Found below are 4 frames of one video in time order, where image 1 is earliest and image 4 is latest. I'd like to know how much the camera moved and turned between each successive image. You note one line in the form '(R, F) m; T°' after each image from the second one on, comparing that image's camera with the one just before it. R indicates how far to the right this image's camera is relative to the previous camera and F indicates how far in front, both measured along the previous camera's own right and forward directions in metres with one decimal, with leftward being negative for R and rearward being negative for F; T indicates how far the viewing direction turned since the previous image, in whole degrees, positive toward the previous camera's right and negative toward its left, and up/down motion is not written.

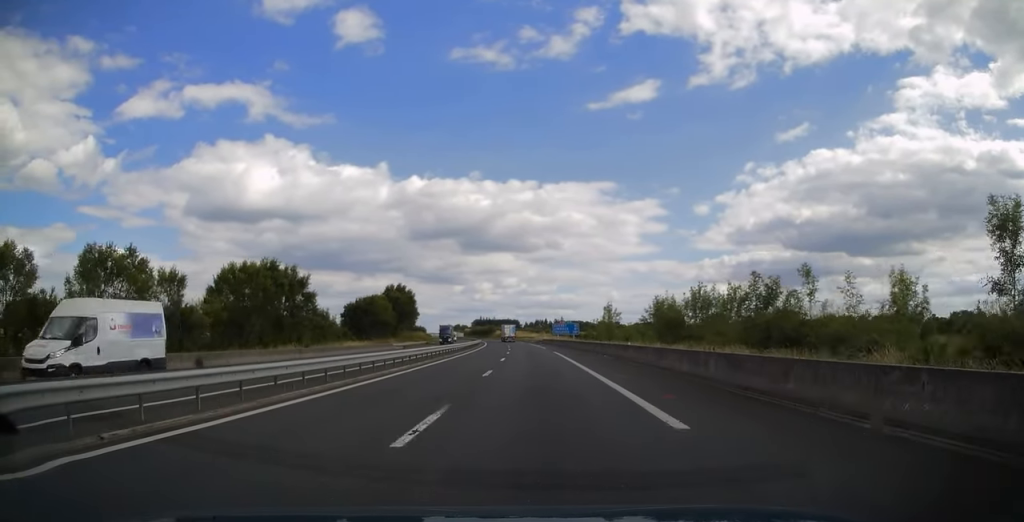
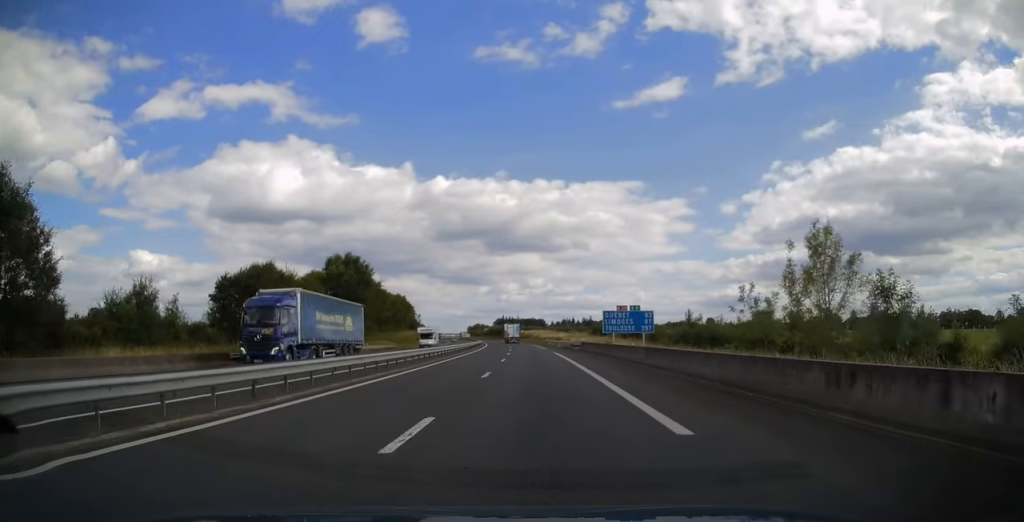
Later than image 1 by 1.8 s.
(-1.2, +53.6) m; -3°
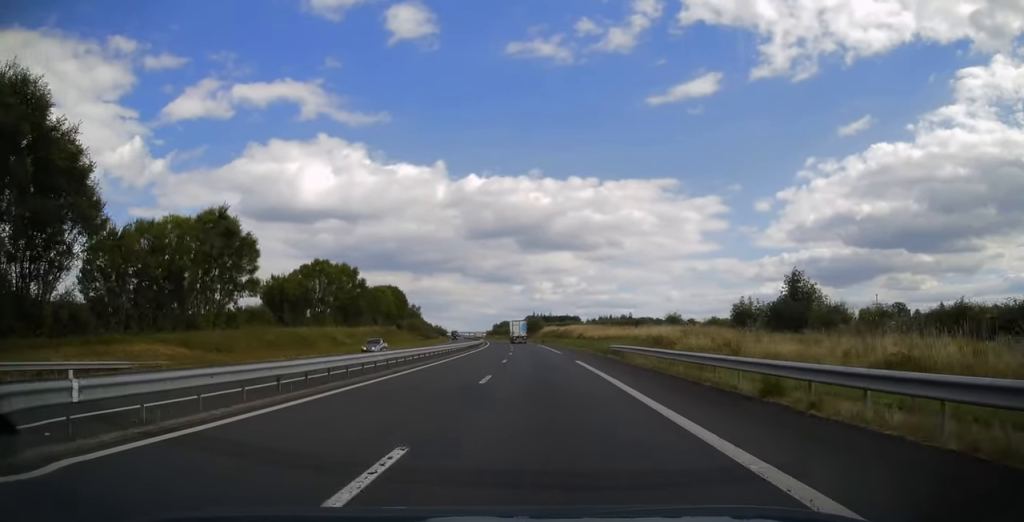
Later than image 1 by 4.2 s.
(-1.7, +69.1) m; -3°
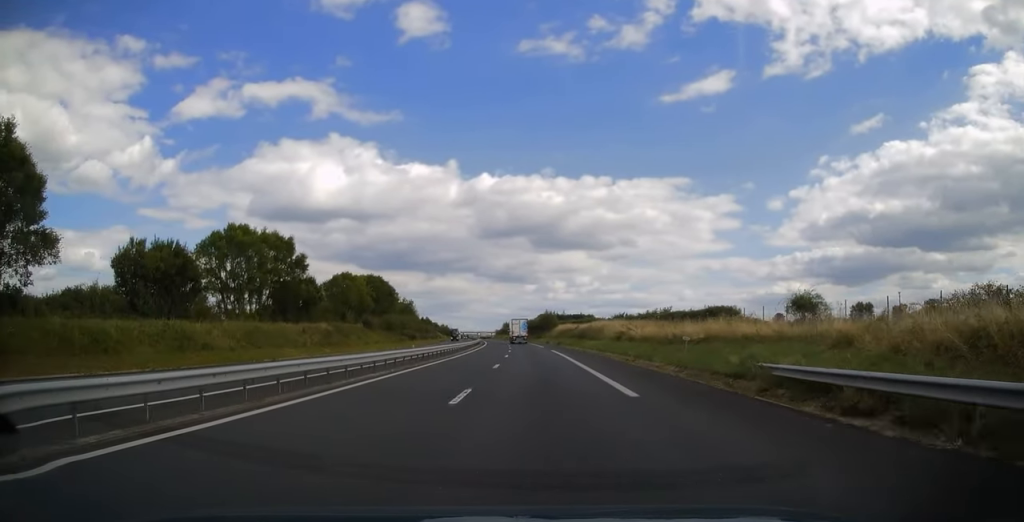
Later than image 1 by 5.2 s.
(-0.4, +31.9) m; -1°
